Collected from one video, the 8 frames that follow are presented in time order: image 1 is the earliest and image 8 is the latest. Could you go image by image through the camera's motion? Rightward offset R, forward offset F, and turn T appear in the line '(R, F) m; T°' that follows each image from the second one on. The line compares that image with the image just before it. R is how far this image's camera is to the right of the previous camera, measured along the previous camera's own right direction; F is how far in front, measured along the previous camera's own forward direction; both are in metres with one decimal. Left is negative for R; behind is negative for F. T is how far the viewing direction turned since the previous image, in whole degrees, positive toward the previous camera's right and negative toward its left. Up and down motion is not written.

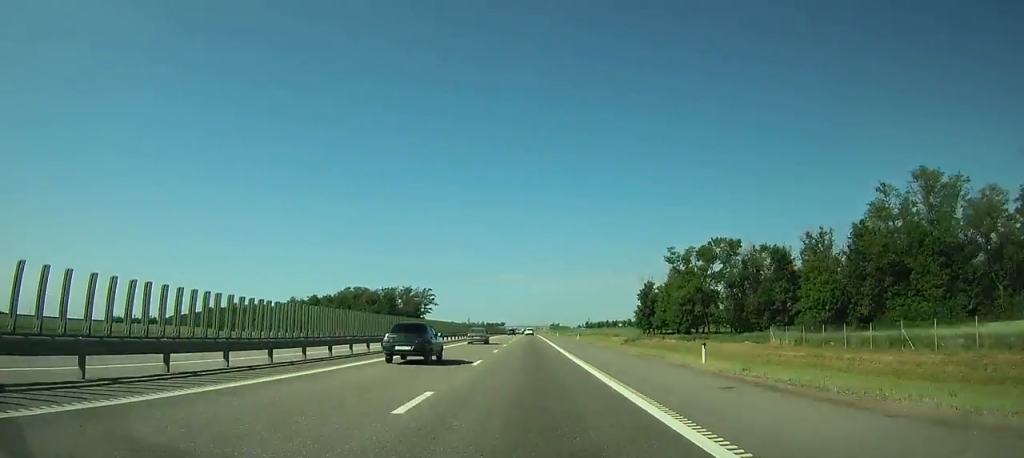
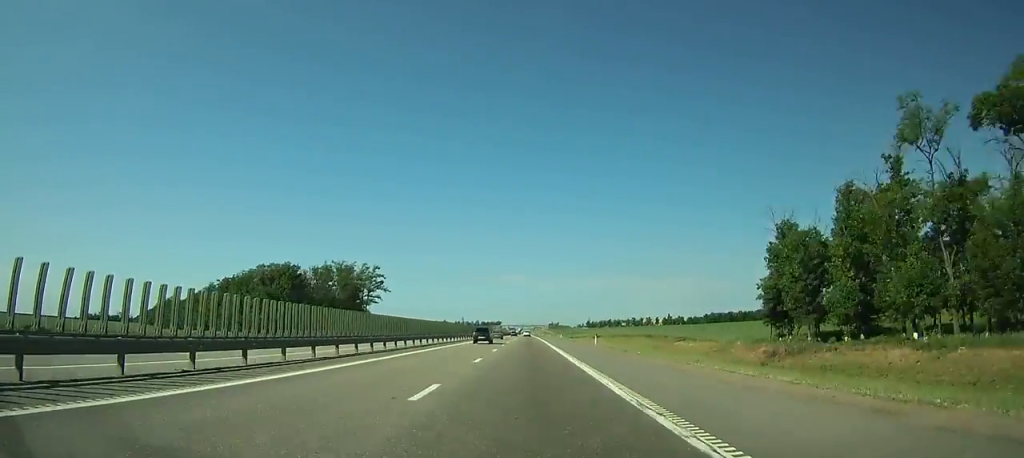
(+0.1, +67.7) m; 0°
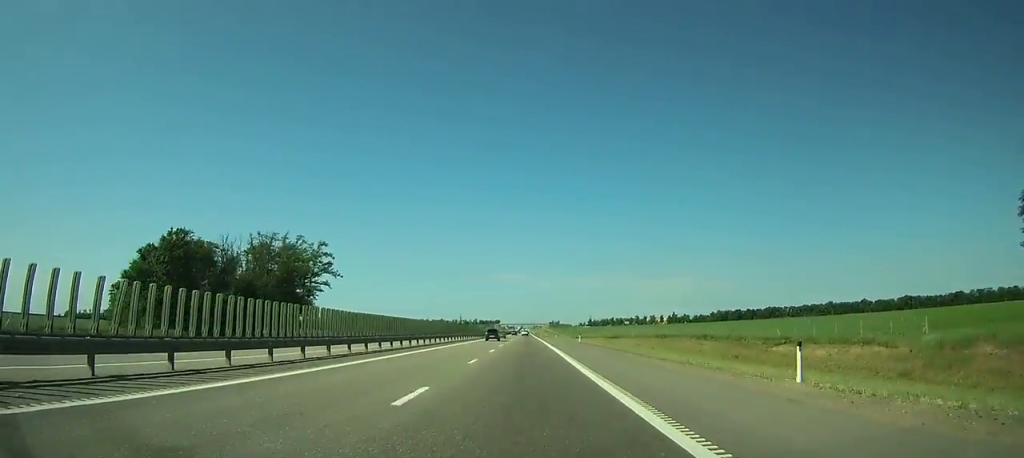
(+0.1, +38.8) m; 0°
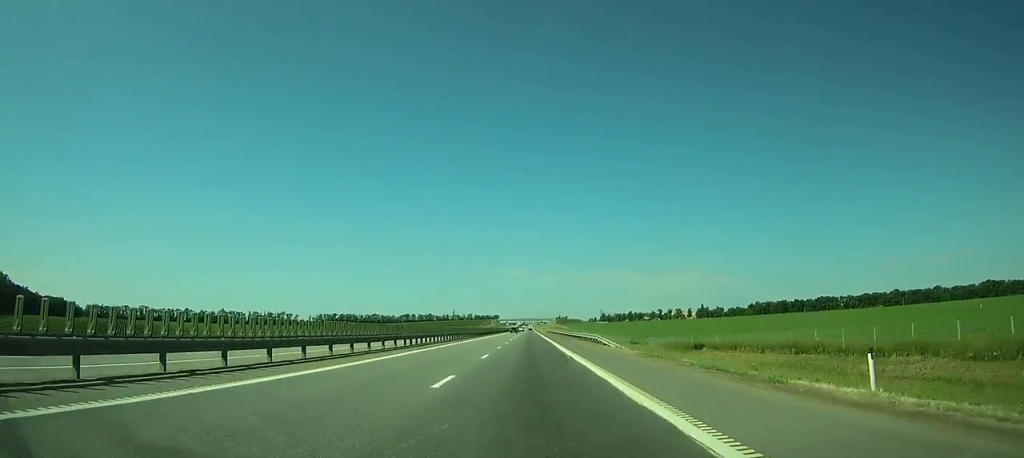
(-0.1, +160.4) m; 0°
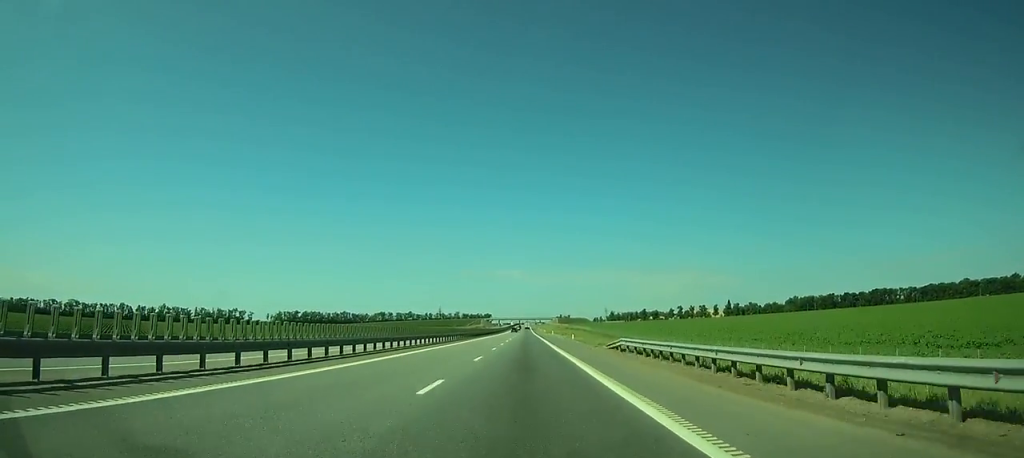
(+0.1, +131.0) m; 0°
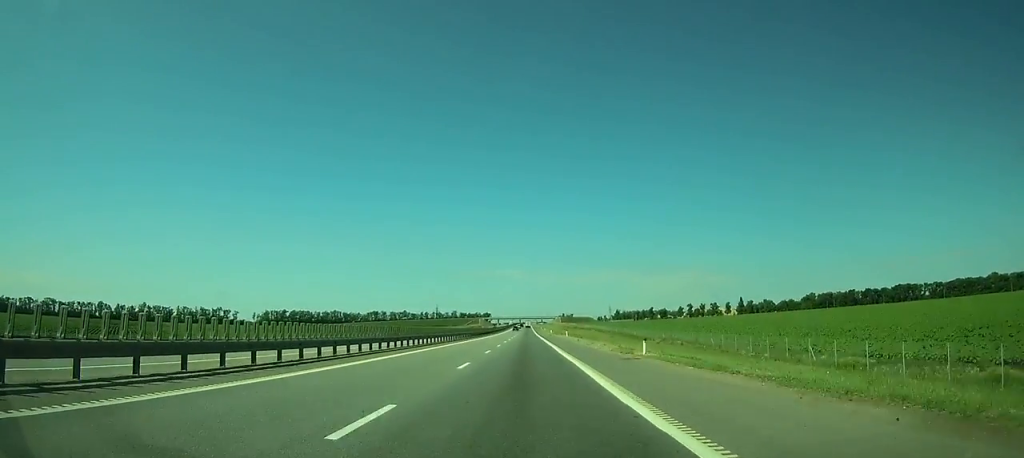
(0.0, +38.8) m; 0°
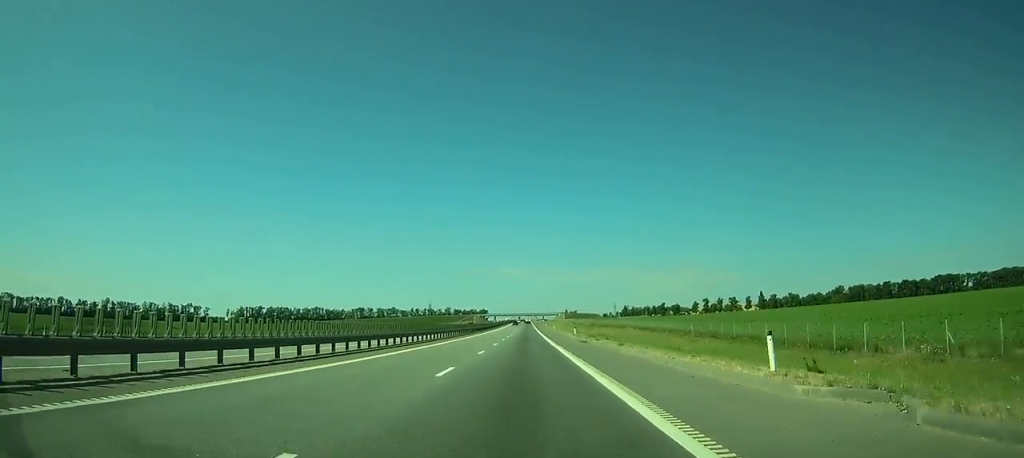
(+0.1, +63.4) m; 0°
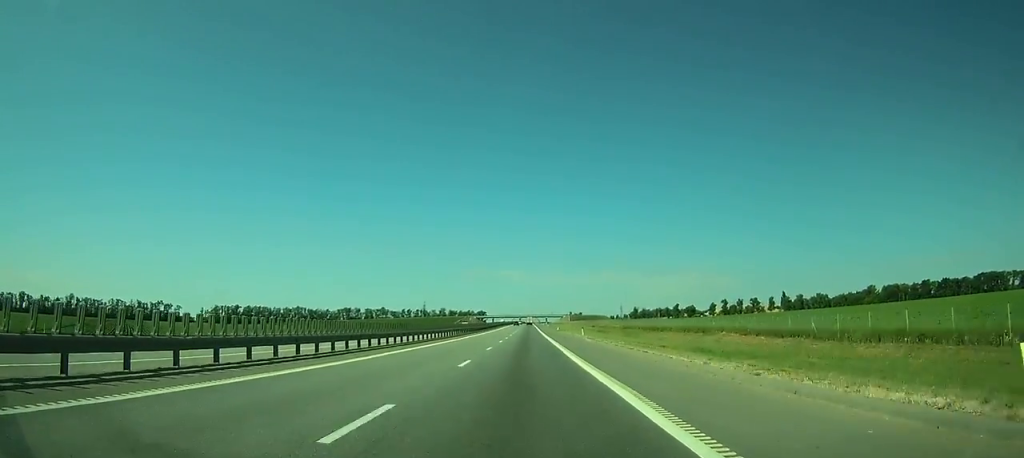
(-0.2, +57.2) m; 0°
